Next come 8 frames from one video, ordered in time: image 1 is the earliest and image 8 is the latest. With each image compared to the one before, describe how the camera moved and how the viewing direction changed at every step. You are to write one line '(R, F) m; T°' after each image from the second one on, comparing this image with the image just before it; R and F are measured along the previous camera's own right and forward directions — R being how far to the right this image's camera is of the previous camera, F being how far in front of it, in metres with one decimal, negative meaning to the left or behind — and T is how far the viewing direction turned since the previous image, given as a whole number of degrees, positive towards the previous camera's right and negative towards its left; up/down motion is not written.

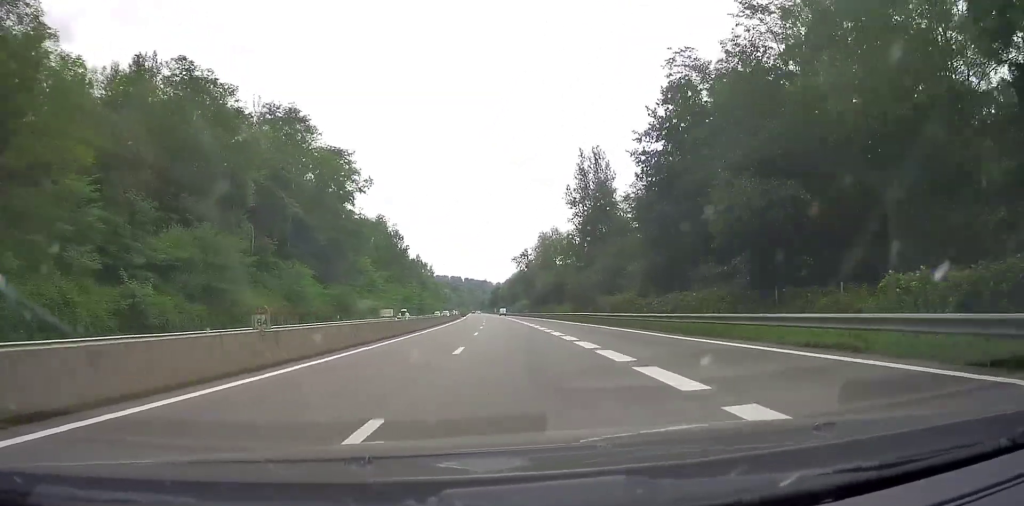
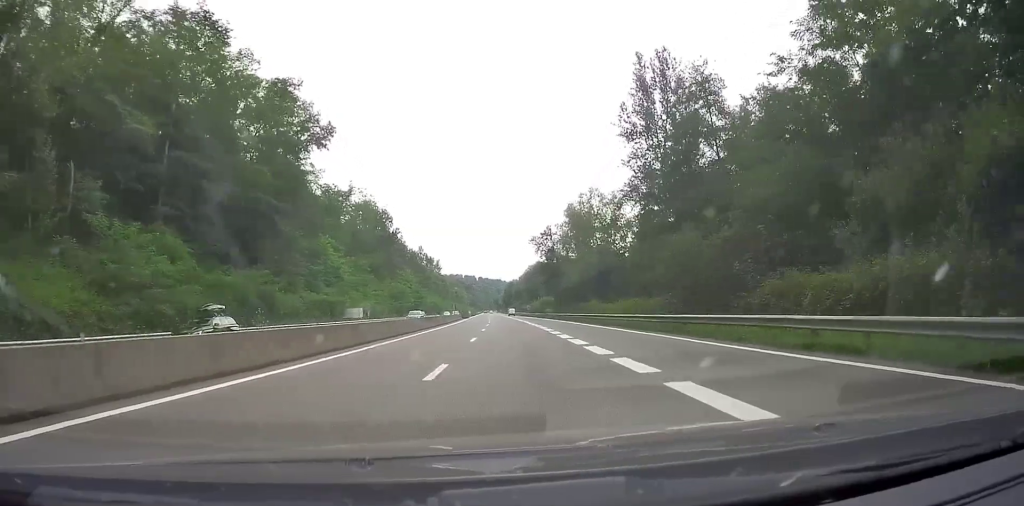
(-0.3, +32.3) m; -1°
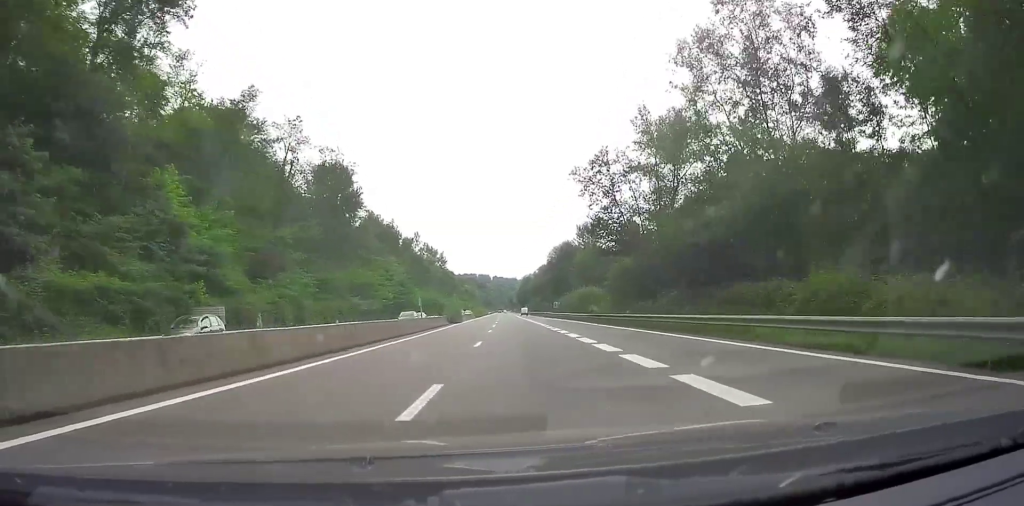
(-0.4, +42.9) m; -2°
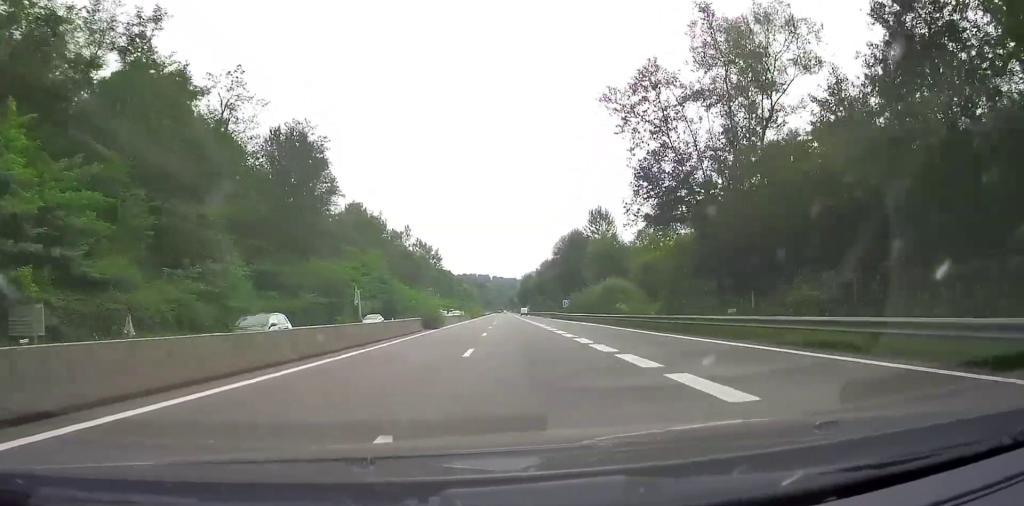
(-0.1, +17.0) m; -1°
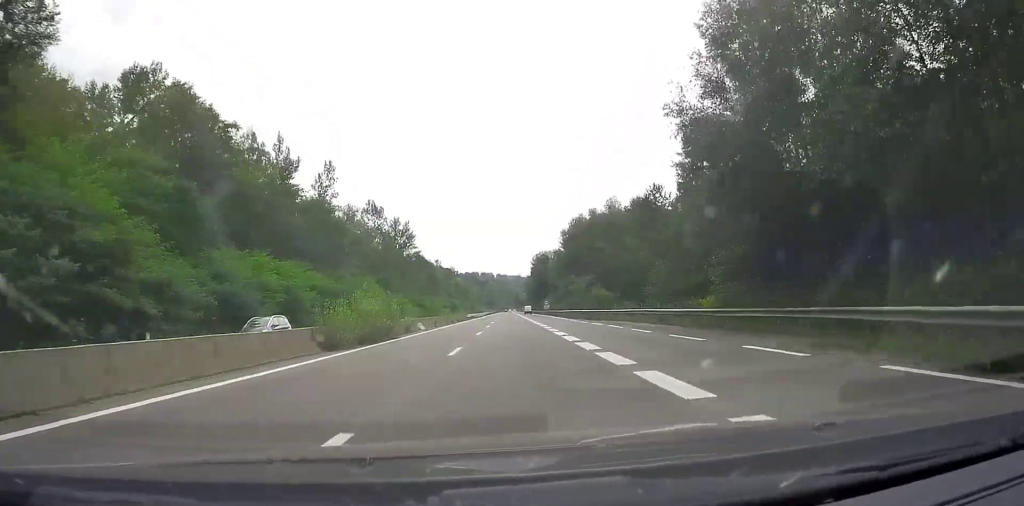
(-0.3, +77.7) m; 0°
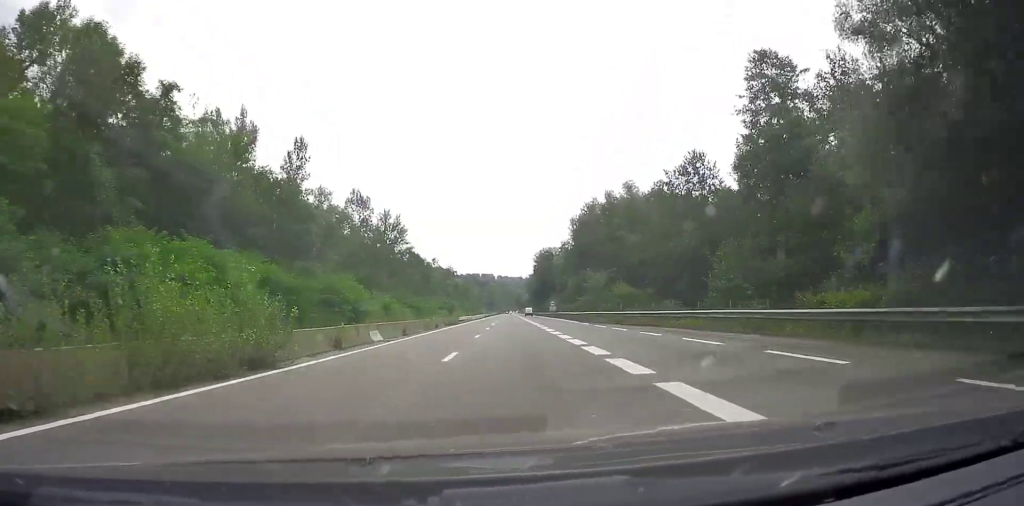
(0.0, +14.4) m; 0°
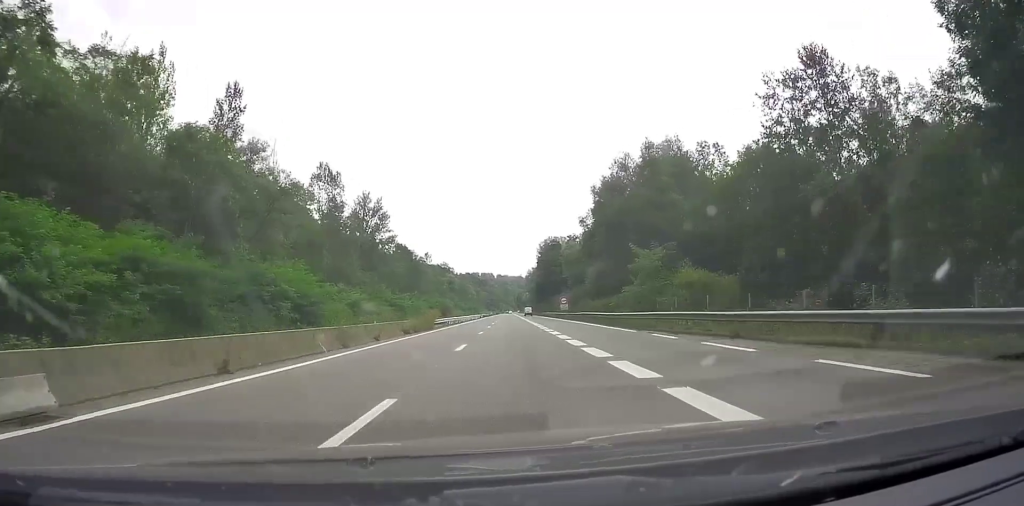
(0.0, +21.9) m; 0°
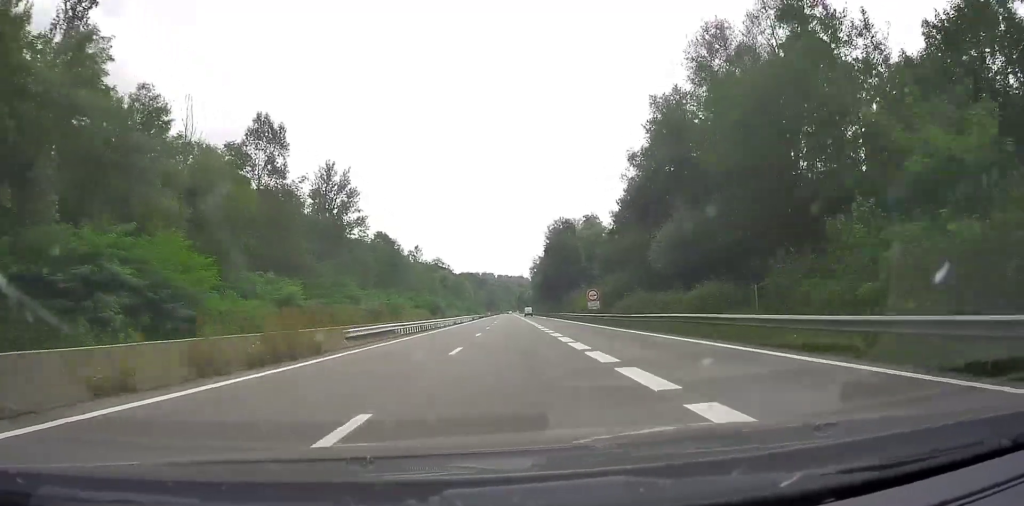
(-0.1, +26.9) m; 0°
